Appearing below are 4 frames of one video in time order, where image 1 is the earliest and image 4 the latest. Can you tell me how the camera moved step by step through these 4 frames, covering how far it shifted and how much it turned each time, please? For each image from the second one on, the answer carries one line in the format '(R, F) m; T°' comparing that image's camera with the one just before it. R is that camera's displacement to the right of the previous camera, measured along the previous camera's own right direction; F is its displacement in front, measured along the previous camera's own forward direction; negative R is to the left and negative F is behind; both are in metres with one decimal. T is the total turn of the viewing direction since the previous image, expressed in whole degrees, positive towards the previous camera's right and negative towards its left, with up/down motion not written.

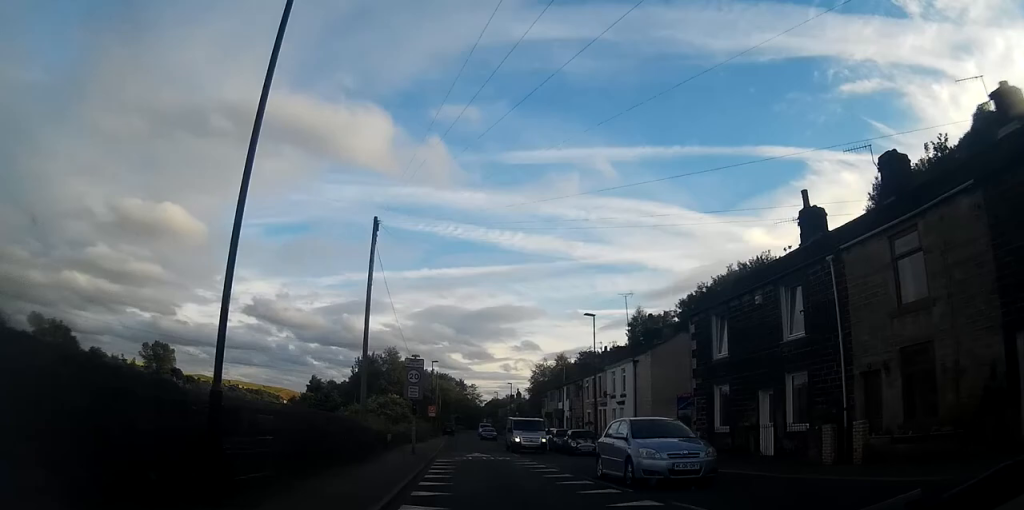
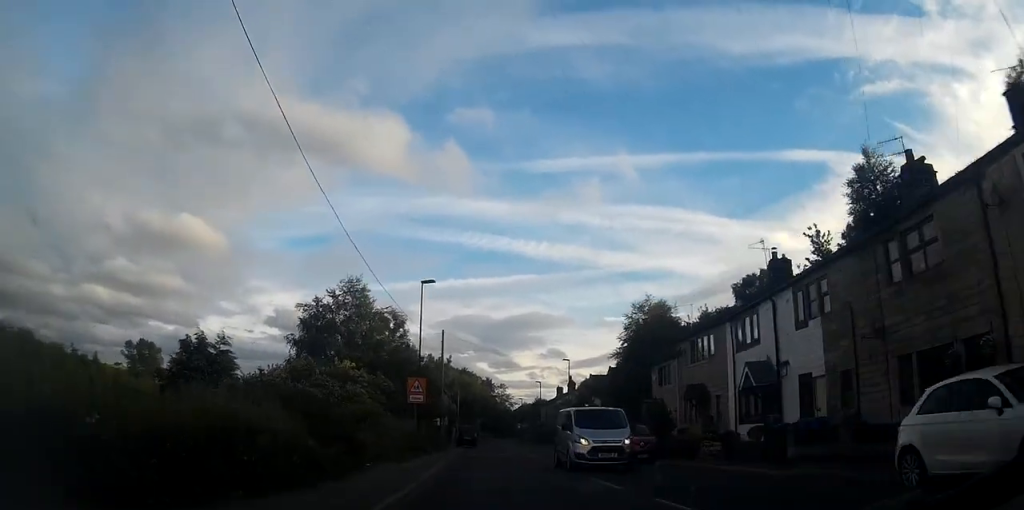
(-1.7, +37.6) m; -3°
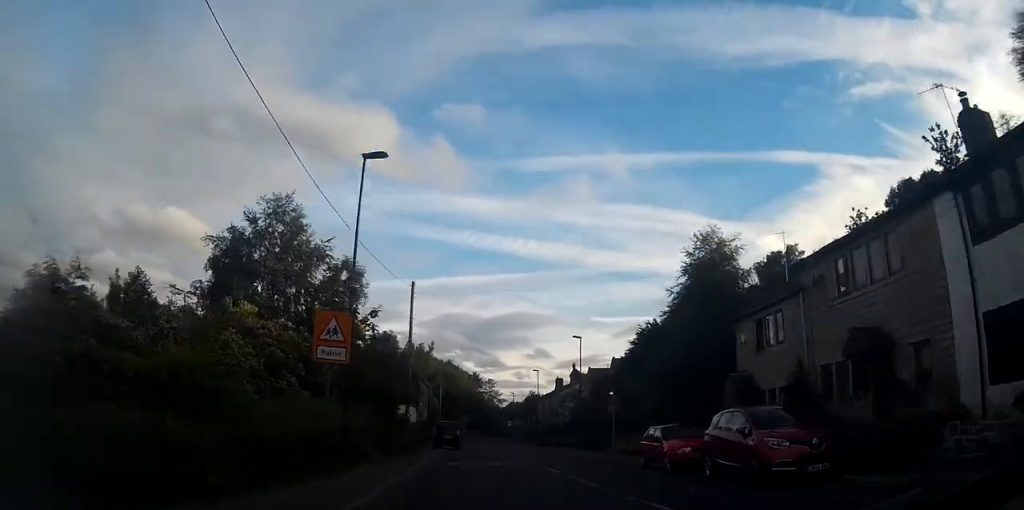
(-0.1, +13.5) m; 0°
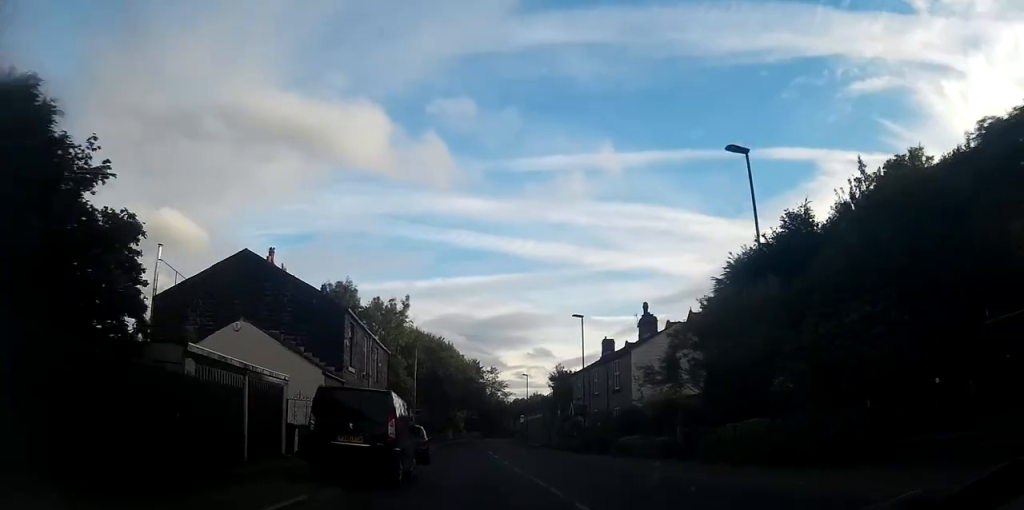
(+0.4, +31.4) m; +1°
